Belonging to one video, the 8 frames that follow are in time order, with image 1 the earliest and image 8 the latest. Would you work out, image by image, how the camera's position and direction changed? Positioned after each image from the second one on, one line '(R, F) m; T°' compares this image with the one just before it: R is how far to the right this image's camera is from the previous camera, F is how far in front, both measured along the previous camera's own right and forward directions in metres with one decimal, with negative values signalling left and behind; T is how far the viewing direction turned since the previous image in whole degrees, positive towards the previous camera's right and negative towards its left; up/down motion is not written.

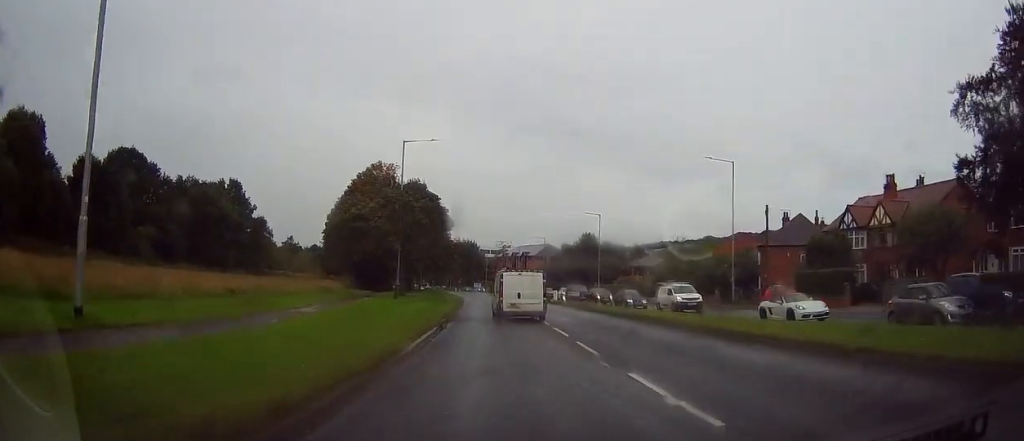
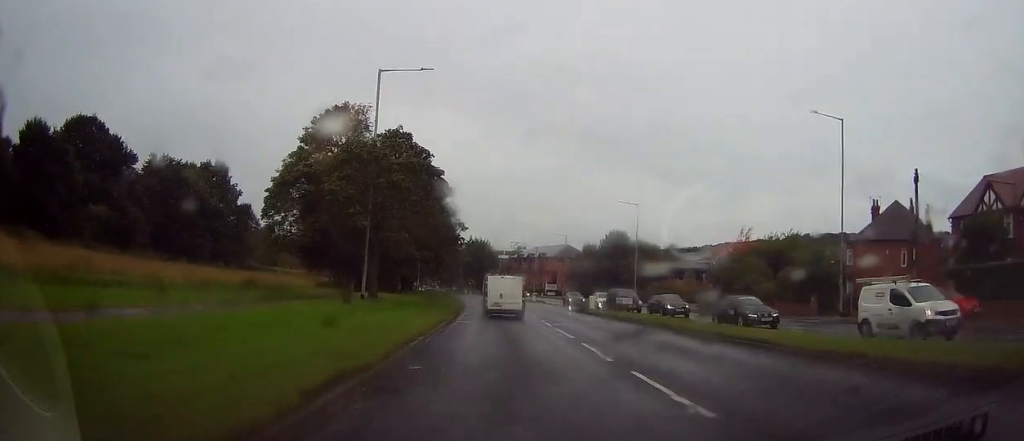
(+0.5, +17.3) m; 0°
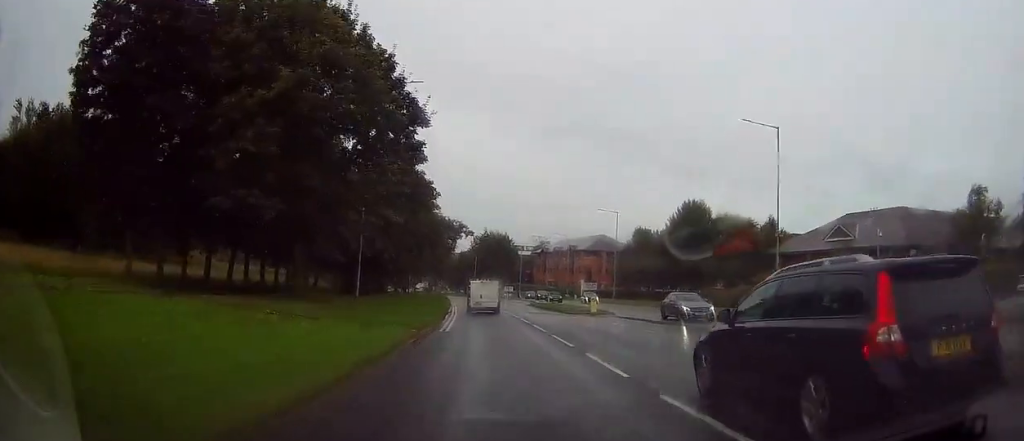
(-1.9, +38.7) m; -3°
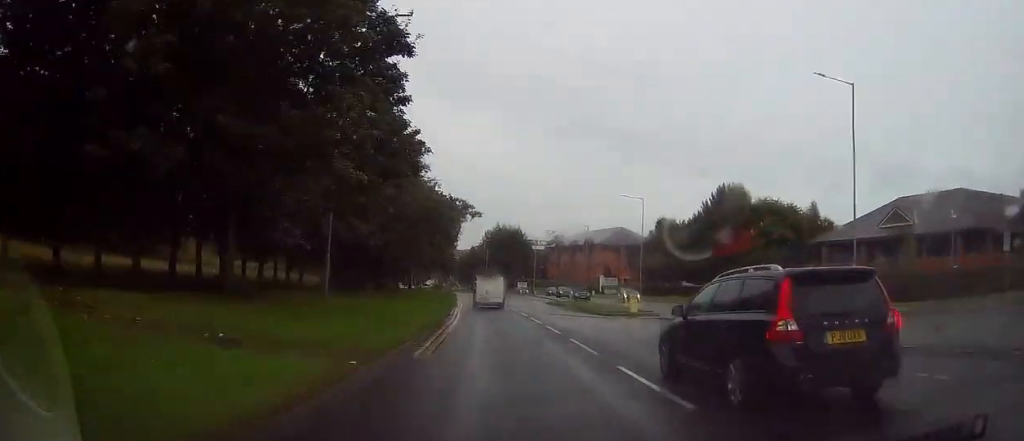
(0.0, +9.2) m; 0°
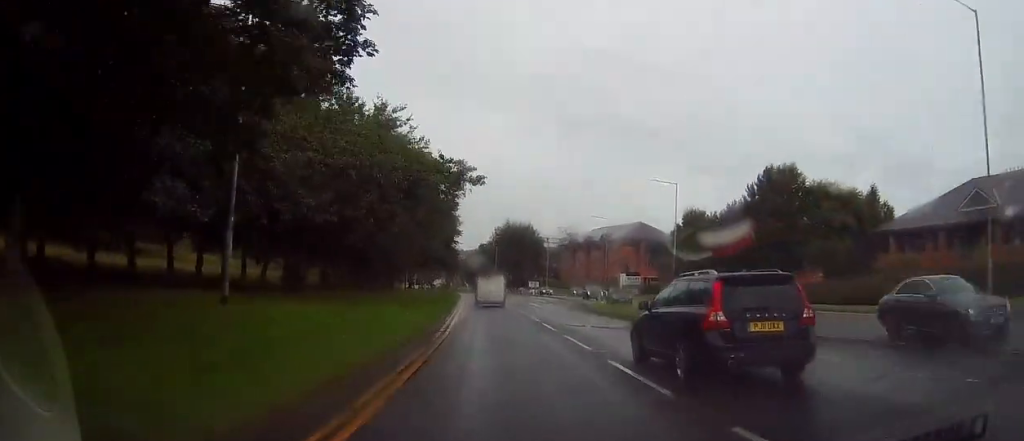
(0.0, +11.2) m; 0°
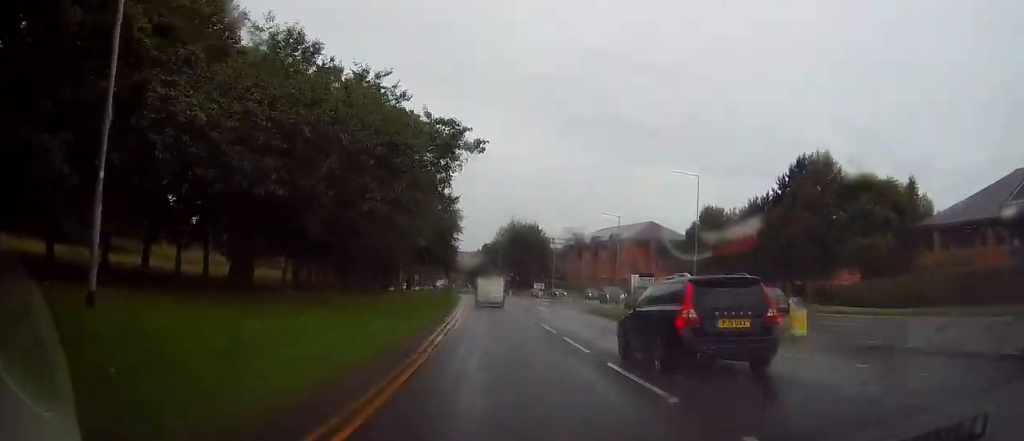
(0.0, +6.4) m; -1°
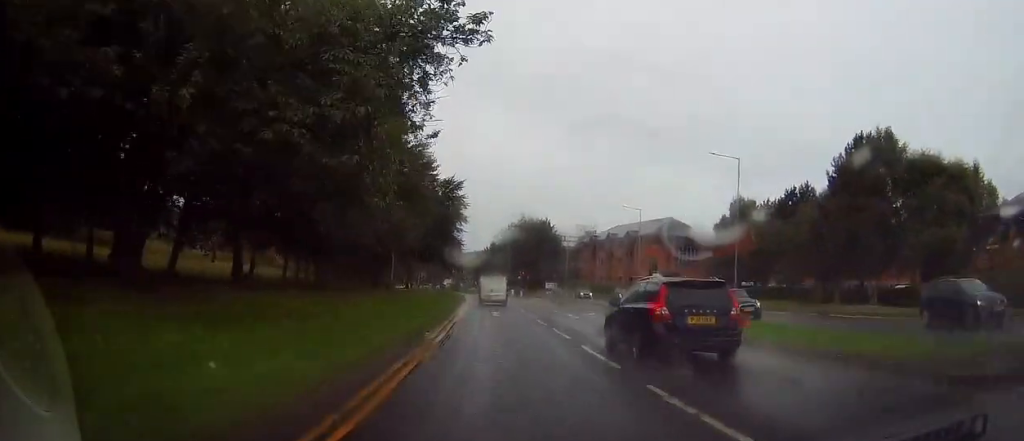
(0.0, +8.8) m; -1°
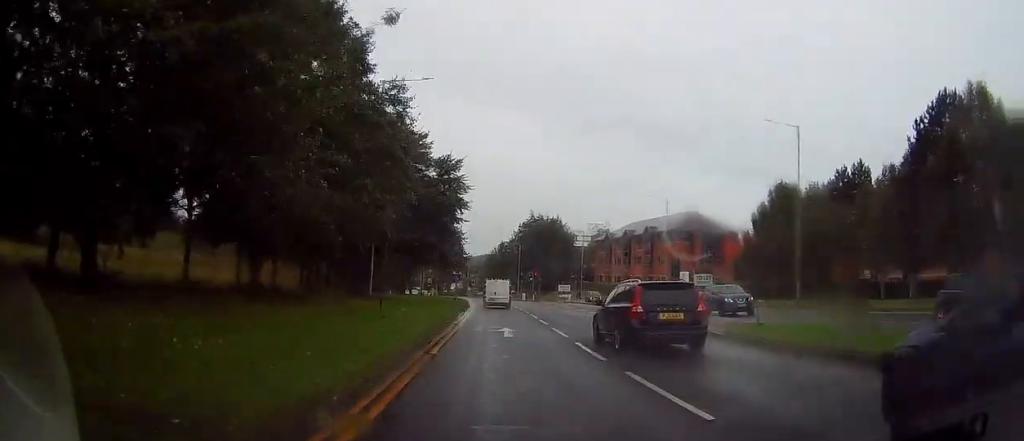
(-0.4, +10.7) m; 0°
